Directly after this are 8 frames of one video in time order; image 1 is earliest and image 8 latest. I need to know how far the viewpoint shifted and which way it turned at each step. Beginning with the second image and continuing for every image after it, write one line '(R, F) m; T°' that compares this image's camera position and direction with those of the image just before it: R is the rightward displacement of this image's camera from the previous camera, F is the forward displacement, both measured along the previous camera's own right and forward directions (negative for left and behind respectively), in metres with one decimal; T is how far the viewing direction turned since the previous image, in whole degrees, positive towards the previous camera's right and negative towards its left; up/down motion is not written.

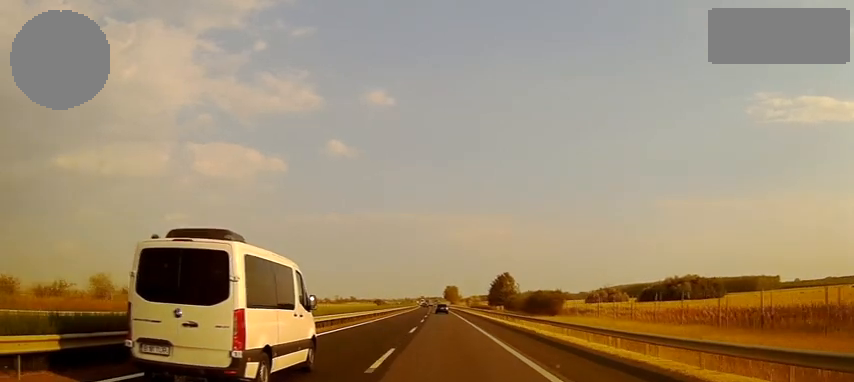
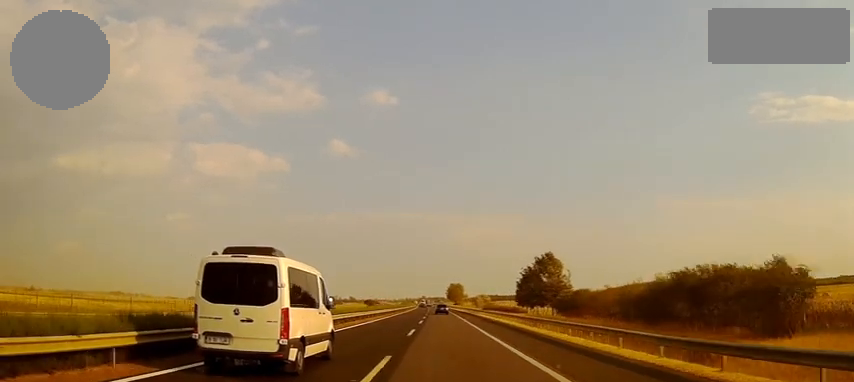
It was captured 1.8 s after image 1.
(0.0, +55.4) m; 0°
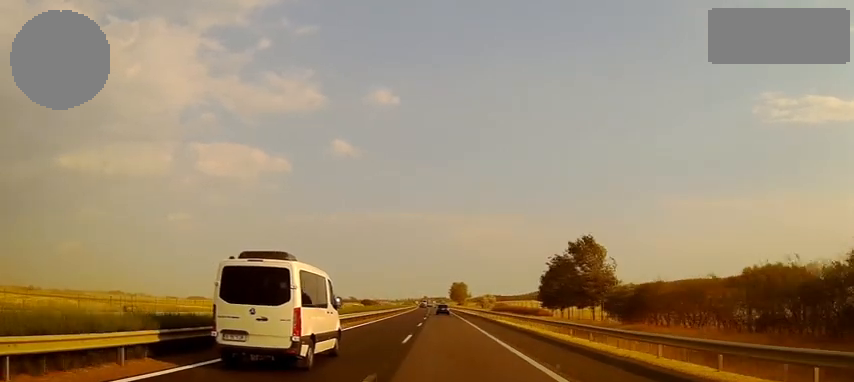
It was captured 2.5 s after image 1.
(0.0, +23.3) m; 0°
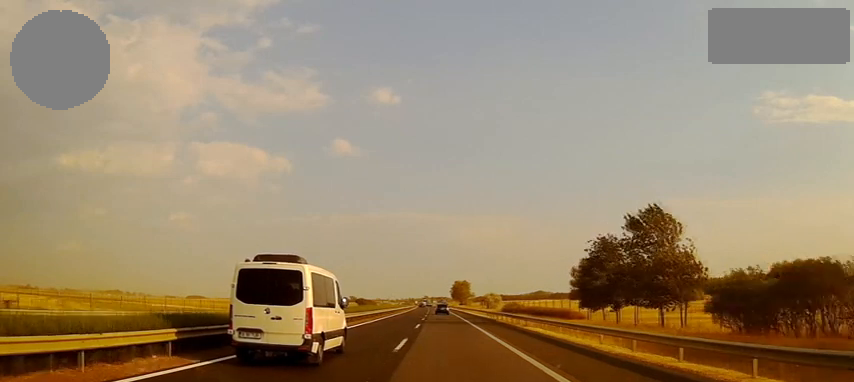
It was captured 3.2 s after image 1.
(0.0, +22.5) m; 0°
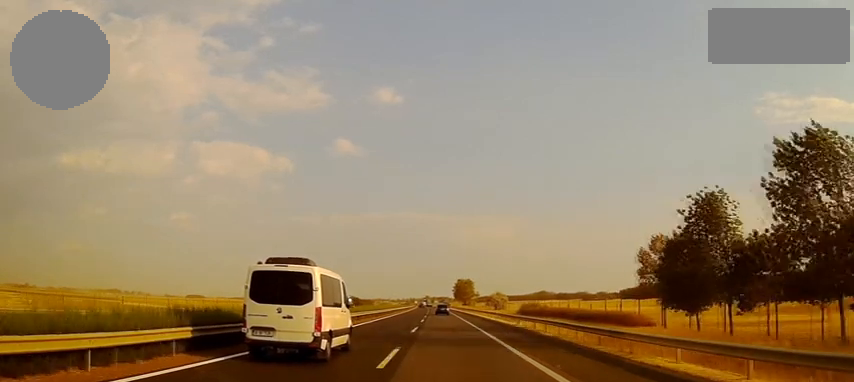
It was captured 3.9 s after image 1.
(0.0, +24.1) m; 0°
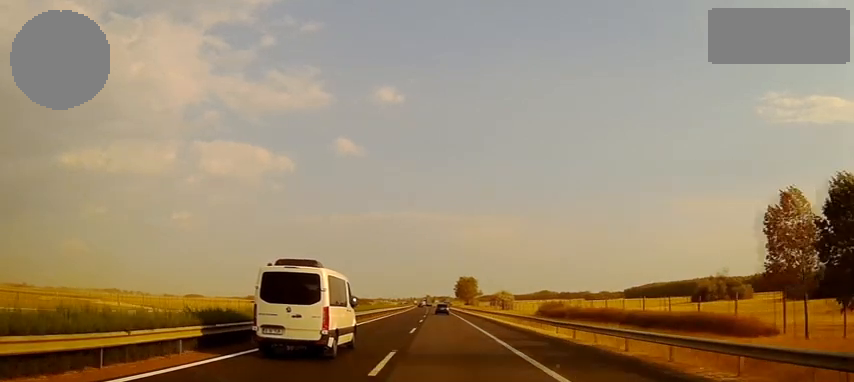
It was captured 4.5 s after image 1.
(0.0, +20.4) m; 0°
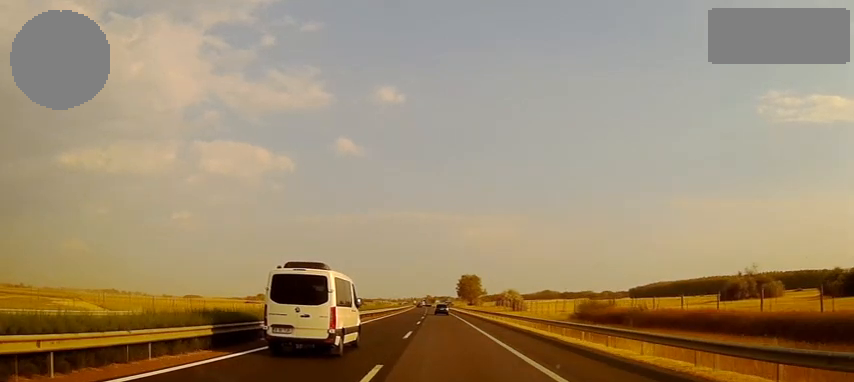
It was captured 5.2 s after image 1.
(0.0, +22.8) m; 0°
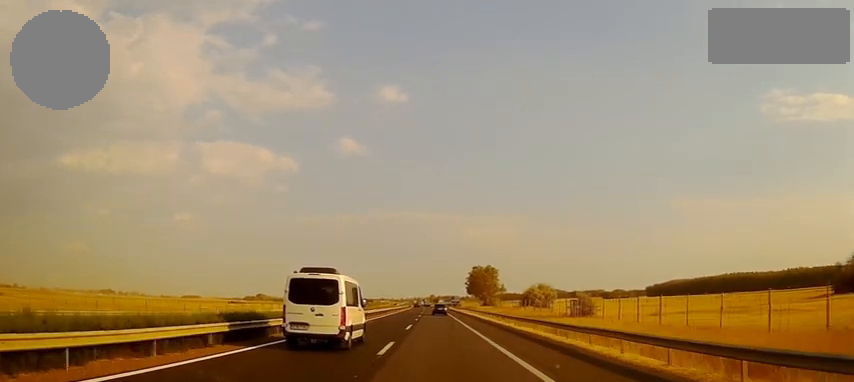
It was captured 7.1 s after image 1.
(-0.2, +63.5) m; 0°
